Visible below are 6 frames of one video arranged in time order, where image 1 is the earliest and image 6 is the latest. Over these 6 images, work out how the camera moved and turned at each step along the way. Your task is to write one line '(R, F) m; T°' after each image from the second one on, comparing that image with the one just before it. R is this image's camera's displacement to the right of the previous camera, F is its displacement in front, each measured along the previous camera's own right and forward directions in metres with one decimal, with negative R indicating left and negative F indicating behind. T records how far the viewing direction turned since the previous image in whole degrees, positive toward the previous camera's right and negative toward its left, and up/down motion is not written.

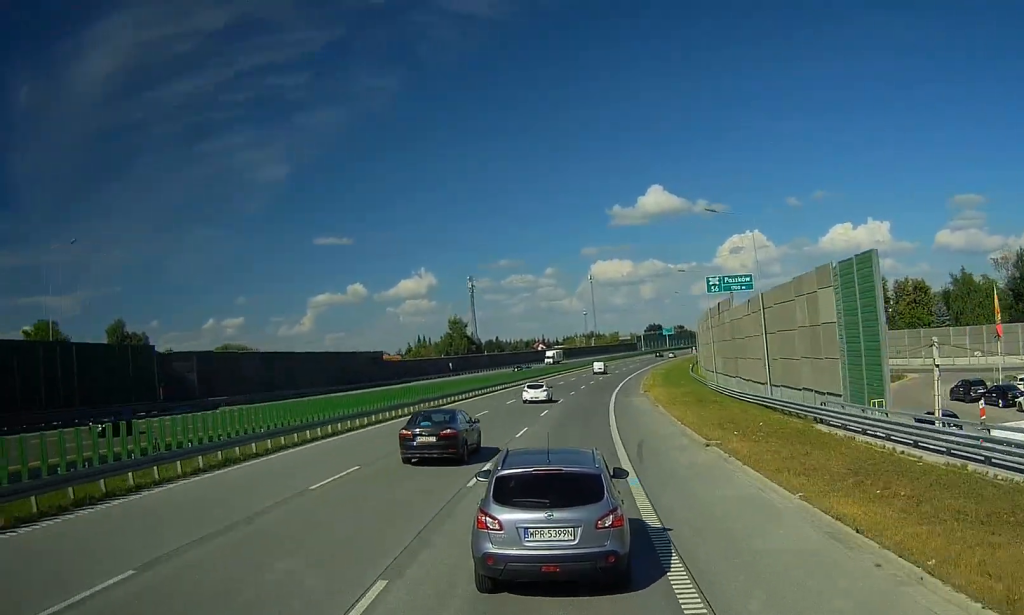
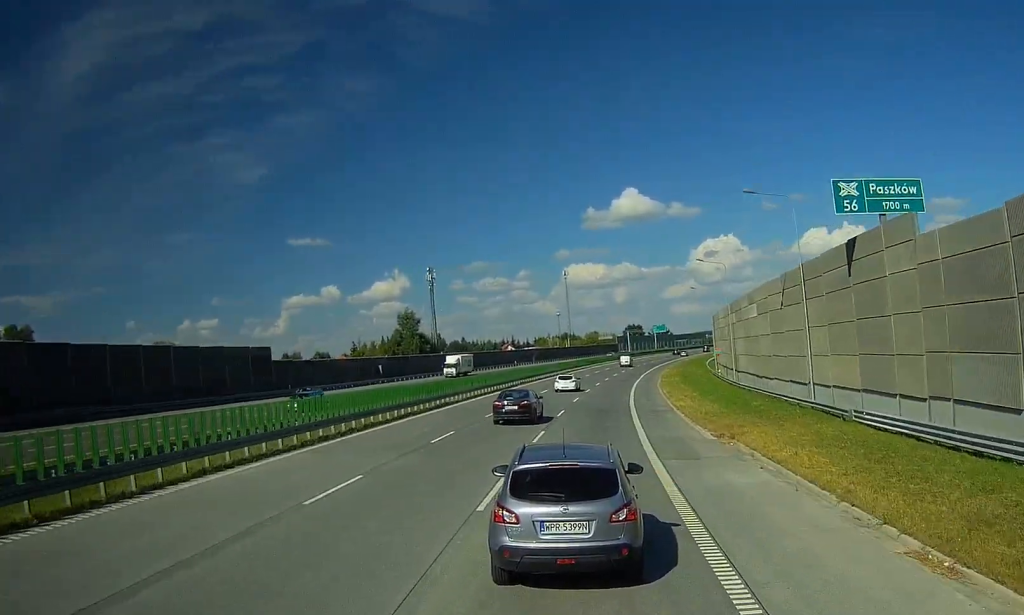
(0.0, +39.6) m; 0°
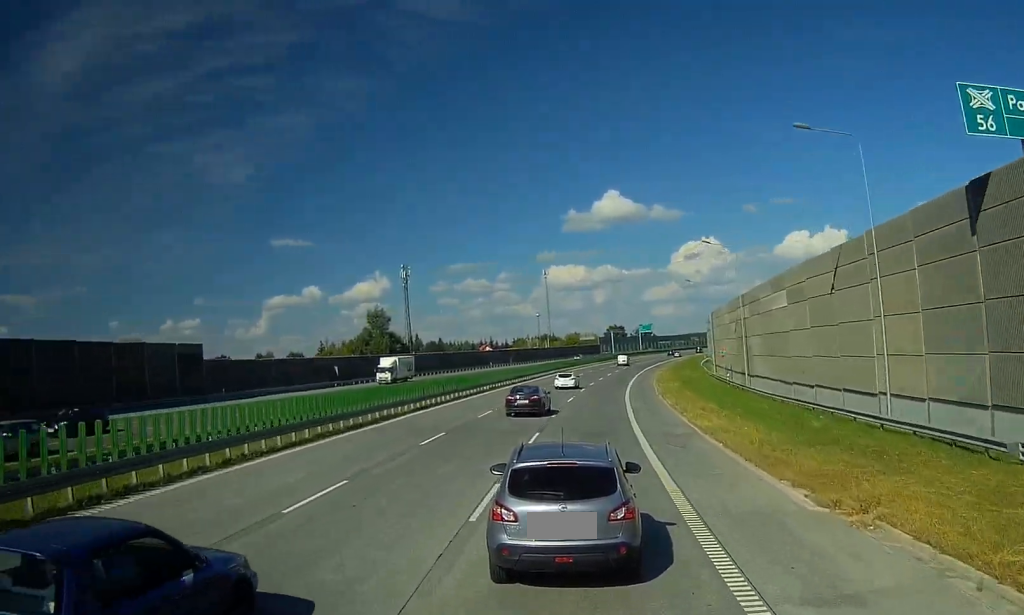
(0.0, +12.9) m; 0°
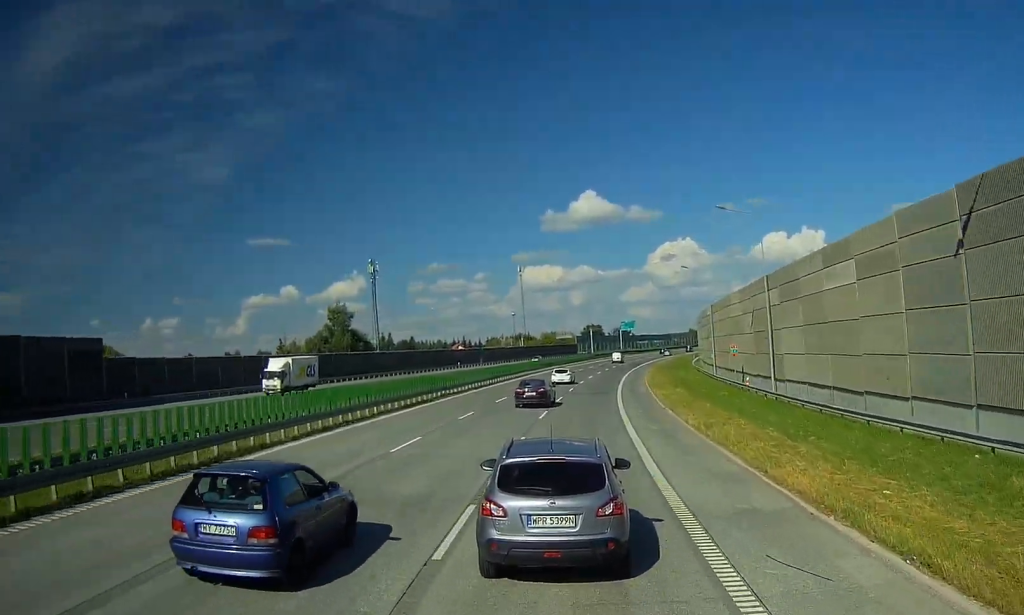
(0.0, +14.6) m; +2°
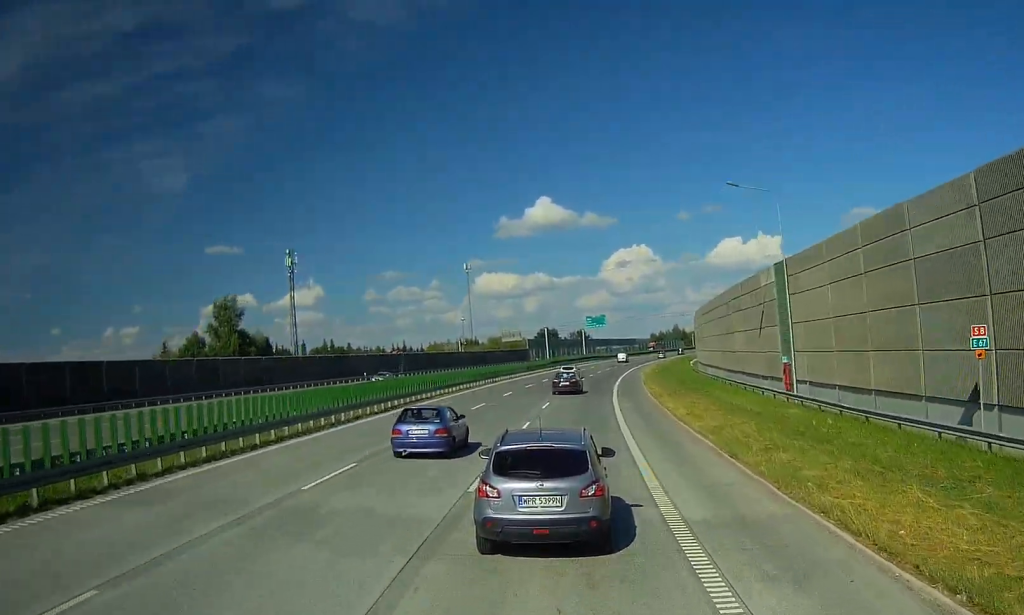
(+3.6, +41.6) m; +9°
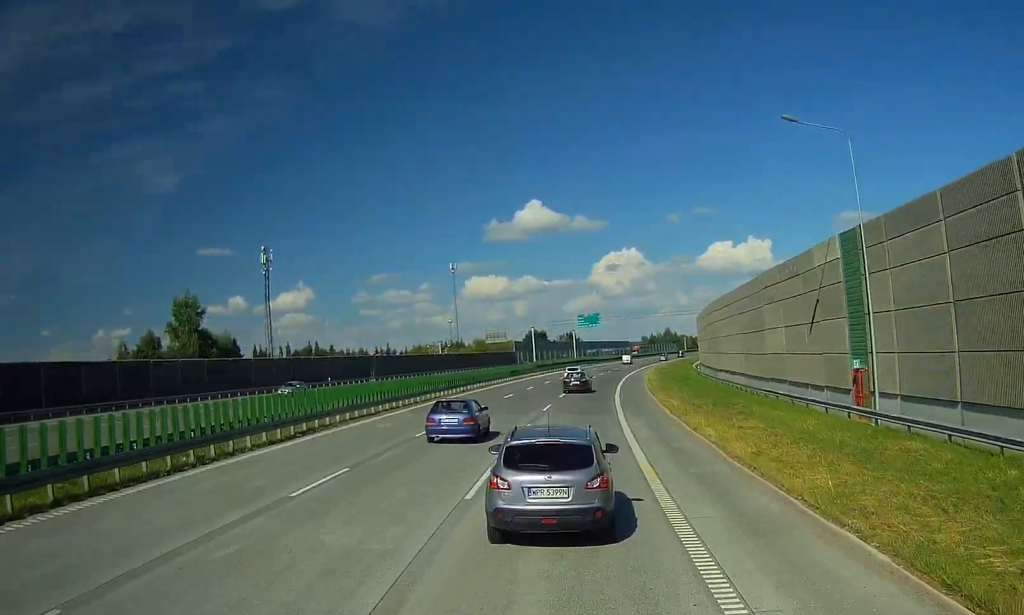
(0.0, +12.6) m; 0°
